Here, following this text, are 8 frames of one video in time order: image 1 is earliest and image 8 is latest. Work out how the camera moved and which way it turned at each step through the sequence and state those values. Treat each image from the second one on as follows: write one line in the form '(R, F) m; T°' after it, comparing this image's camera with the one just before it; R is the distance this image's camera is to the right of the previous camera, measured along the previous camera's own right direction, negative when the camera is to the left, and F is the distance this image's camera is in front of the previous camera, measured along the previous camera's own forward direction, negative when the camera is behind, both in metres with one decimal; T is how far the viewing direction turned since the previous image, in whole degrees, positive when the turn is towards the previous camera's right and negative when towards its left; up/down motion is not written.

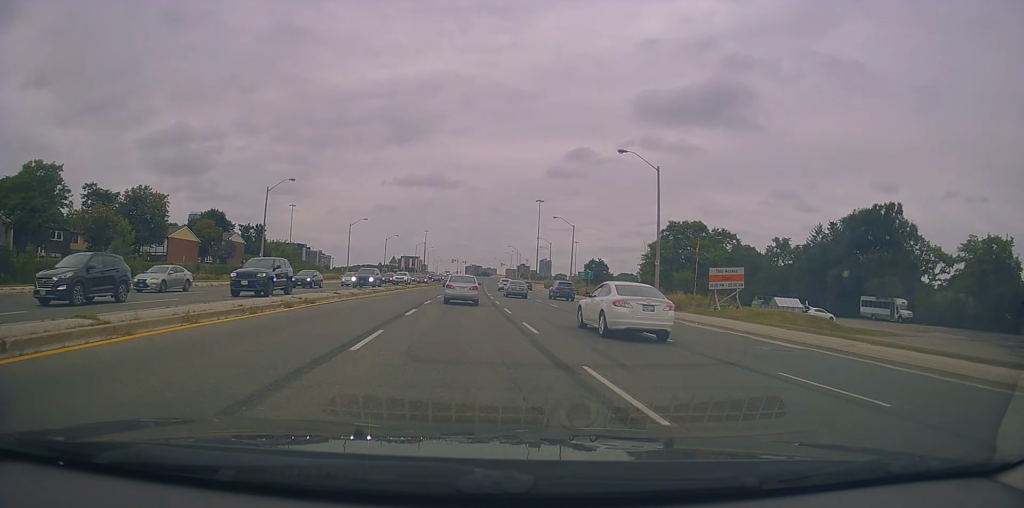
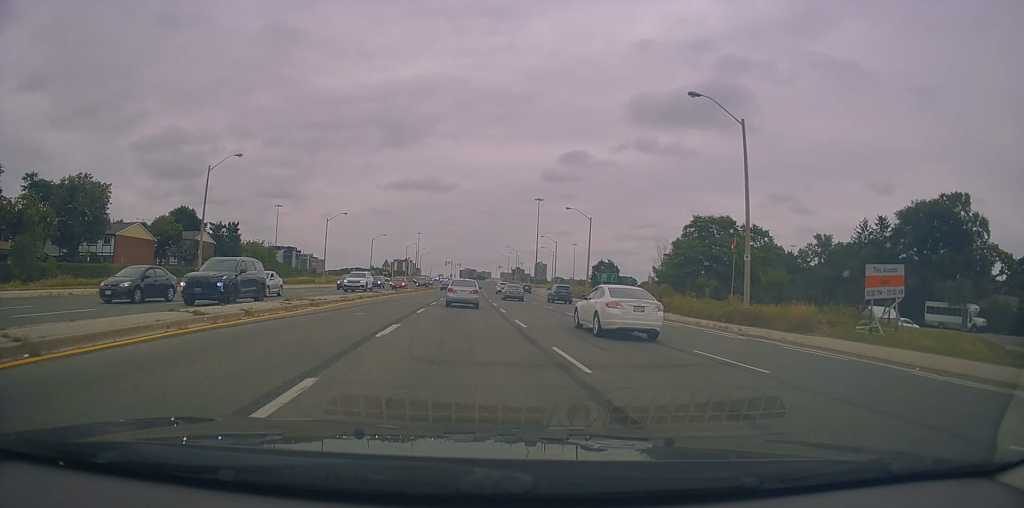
(-0.3, +14.1) m; 0°
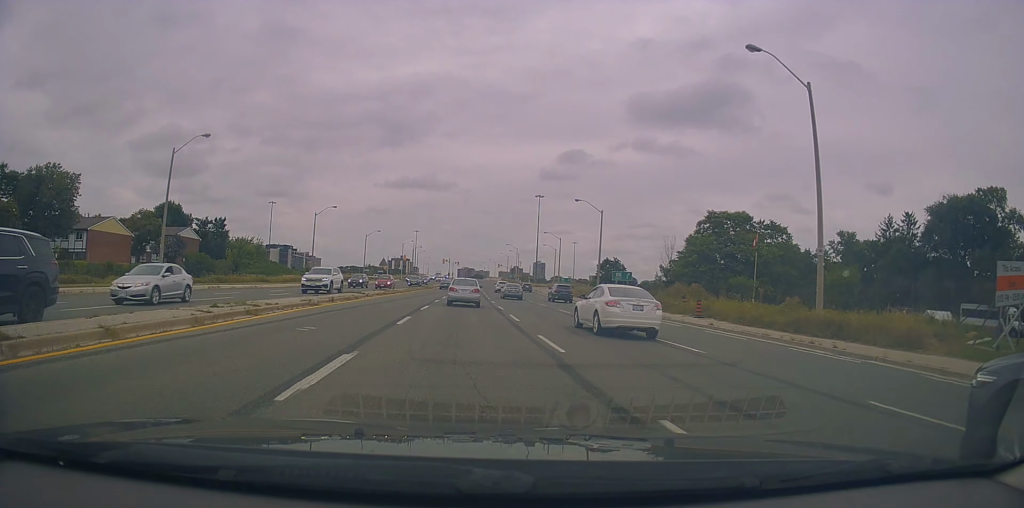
(-0.2, +6.2) m; +1°
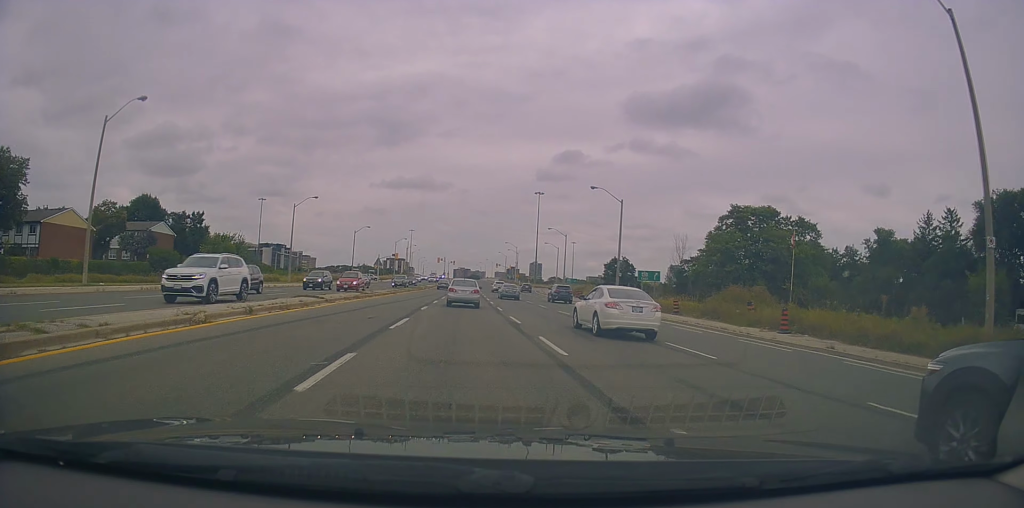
(+0.5, +8.8) m; +2°
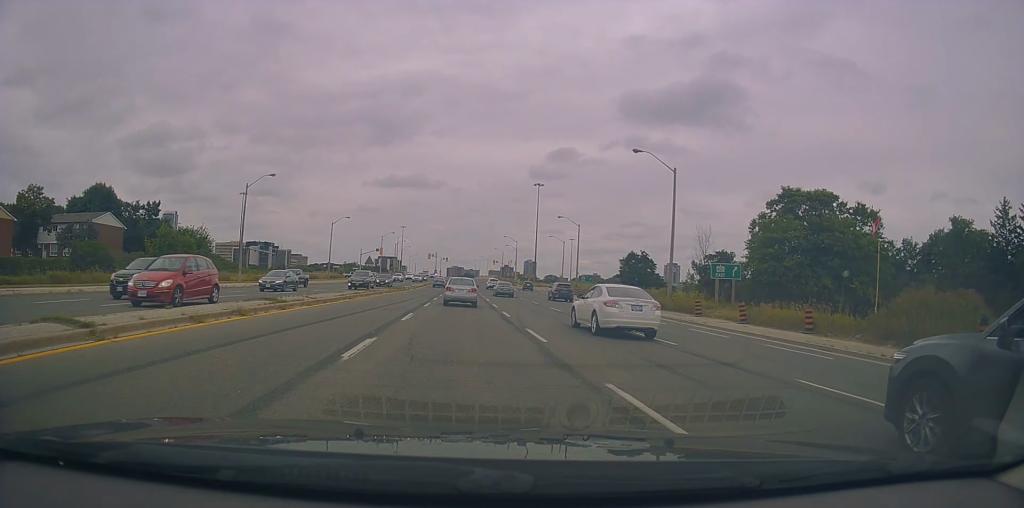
(+0.3, +14.8) m; -1°
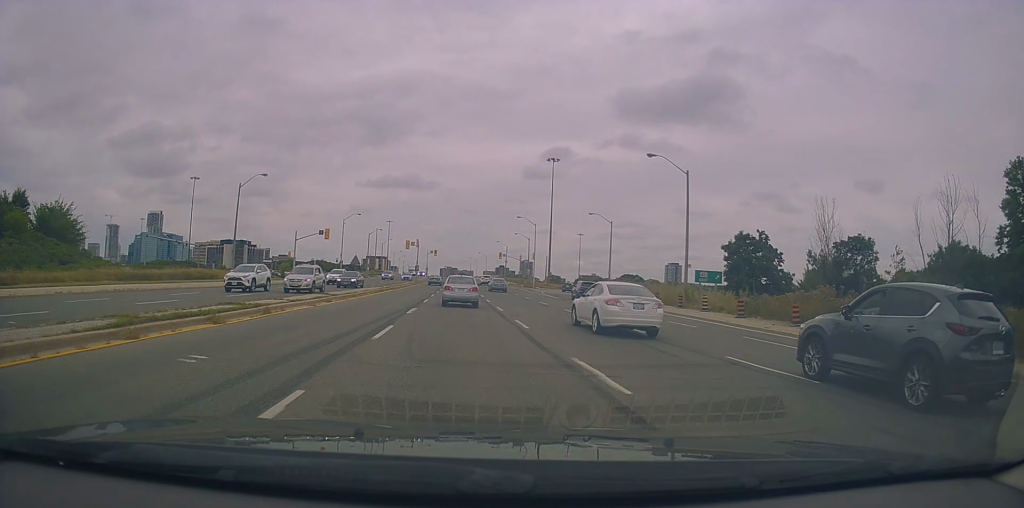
(-0.5, +41.9) m; +1°
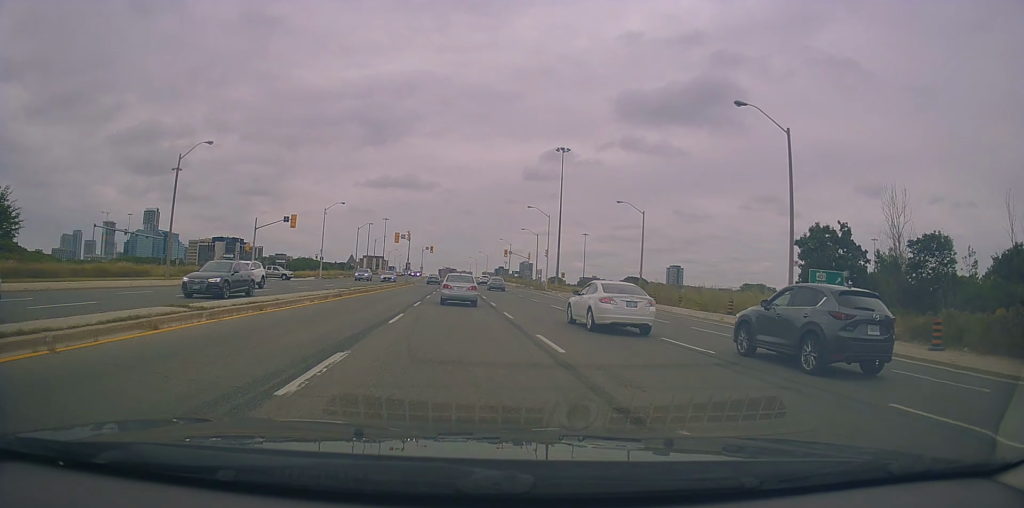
(-0.1, +15.1) m; 0°
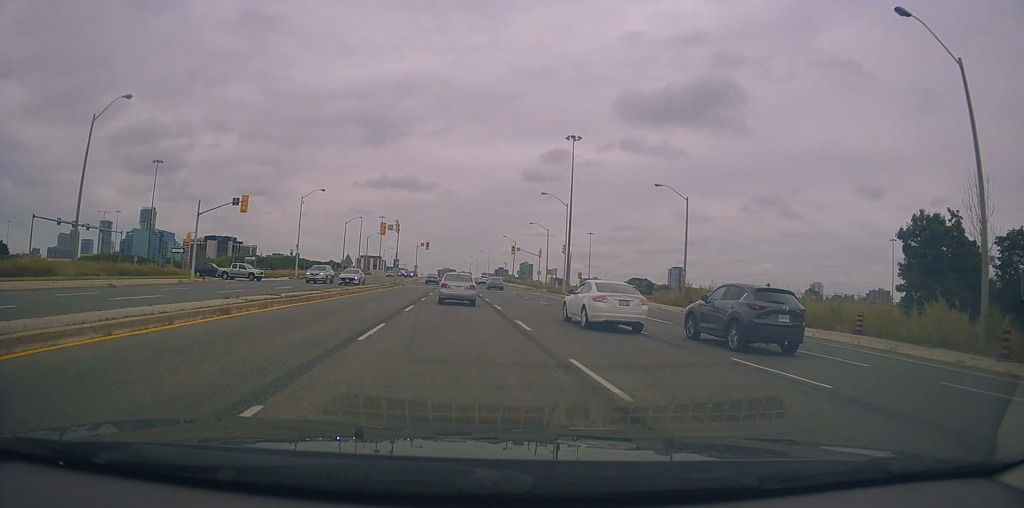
(+0.2, +14.1) m; +1°
